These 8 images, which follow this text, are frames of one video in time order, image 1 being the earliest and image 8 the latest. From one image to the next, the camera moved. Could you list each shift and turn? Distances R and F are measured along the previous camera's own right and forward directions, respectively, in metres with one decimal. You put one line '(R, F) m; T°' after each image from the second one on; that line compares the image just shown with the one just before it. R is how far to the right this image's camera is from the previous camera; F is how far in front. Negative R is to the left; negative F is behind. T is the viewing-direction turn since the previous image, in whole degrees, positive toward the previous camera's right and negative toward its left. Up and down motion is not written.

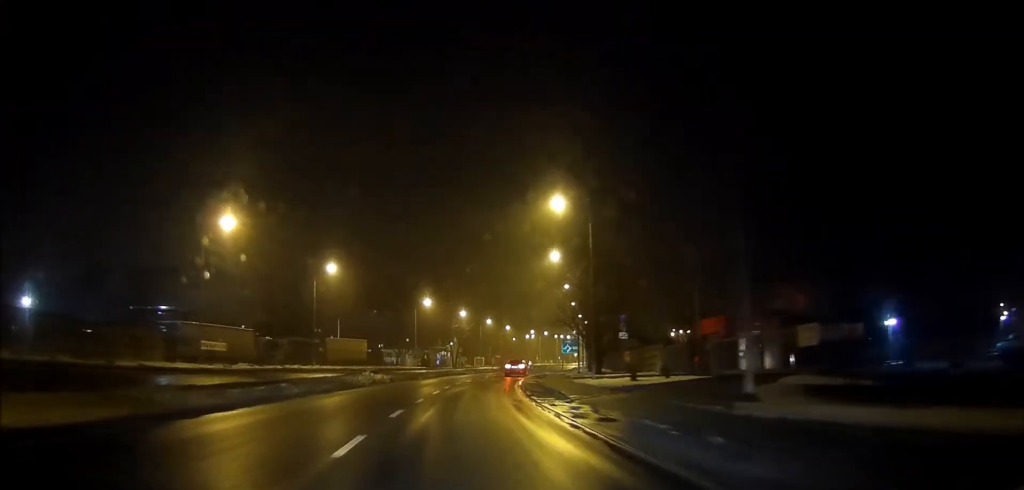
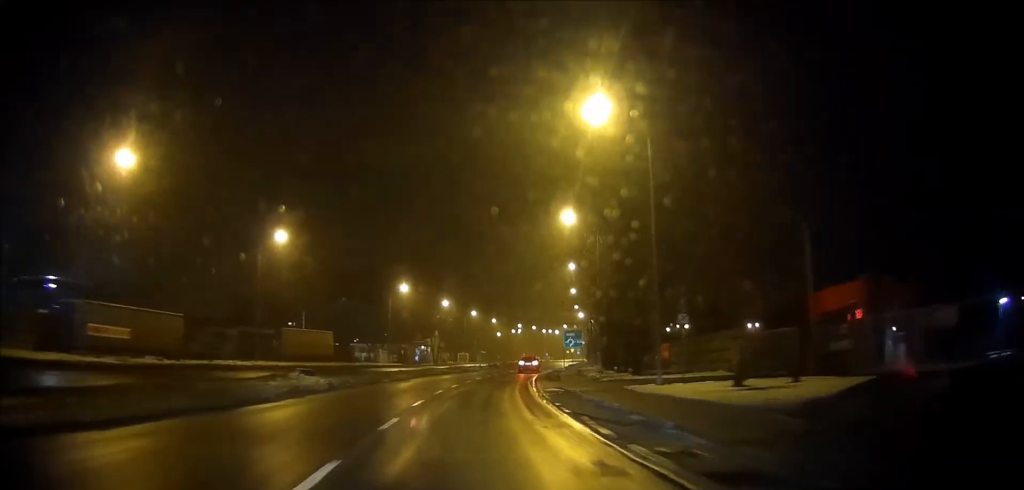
(-0.1, +14.3) m; +1°
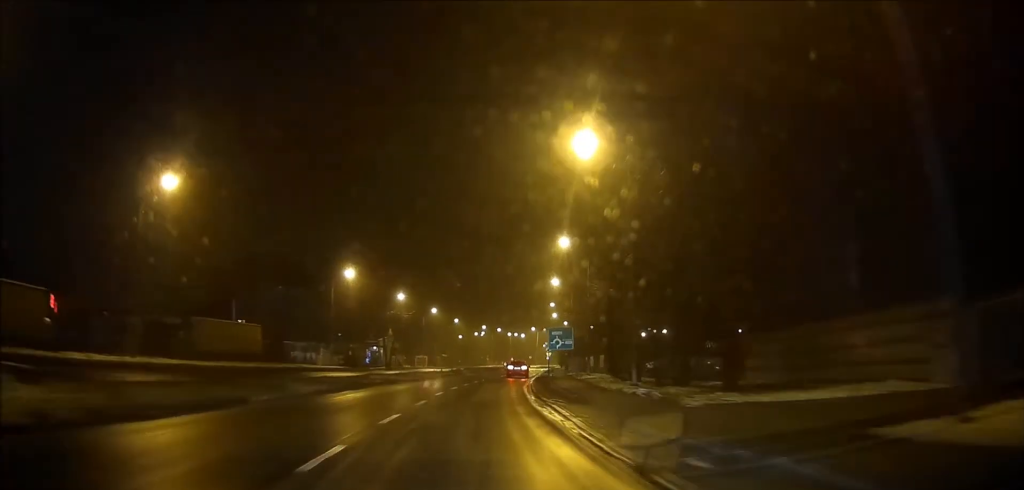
(+0.3, +16.6) m; +3°
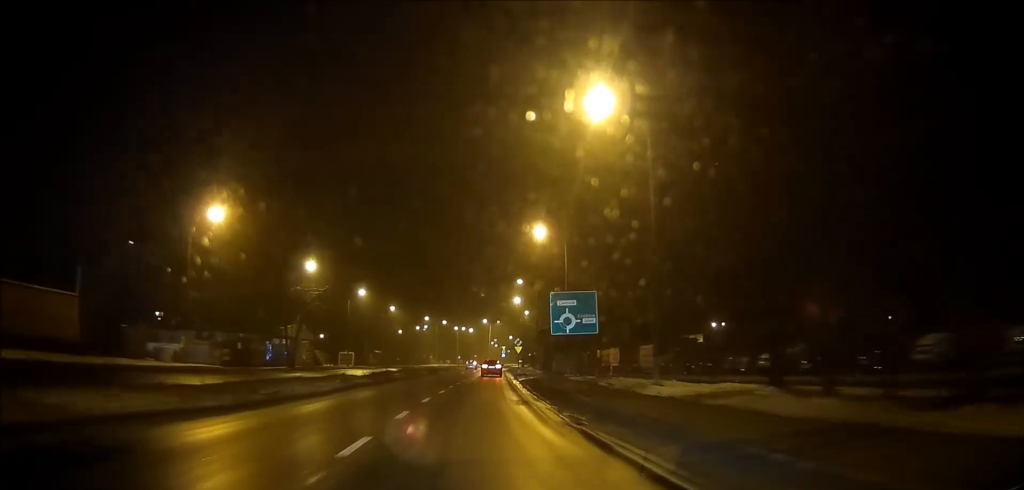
(+1.3, +28.8) m; +5°
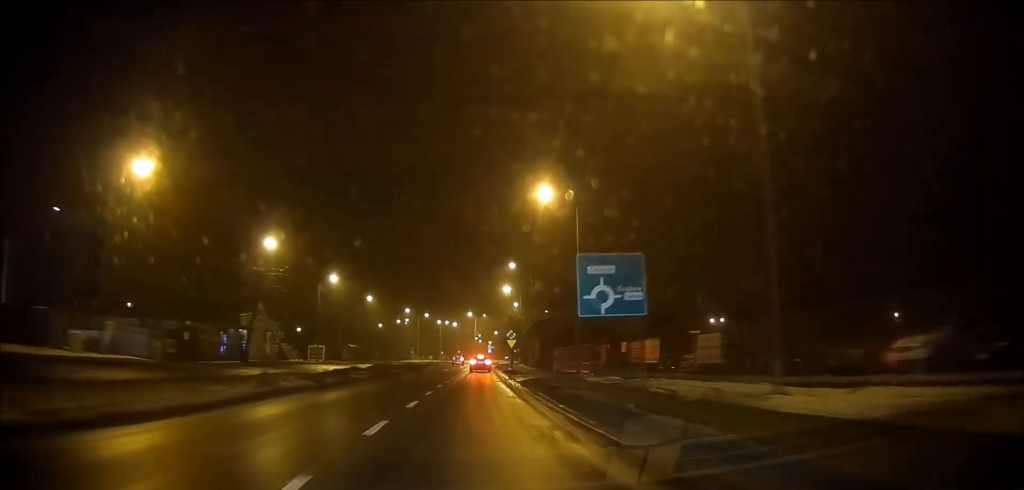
(+0.1, +10.4) m; +2°
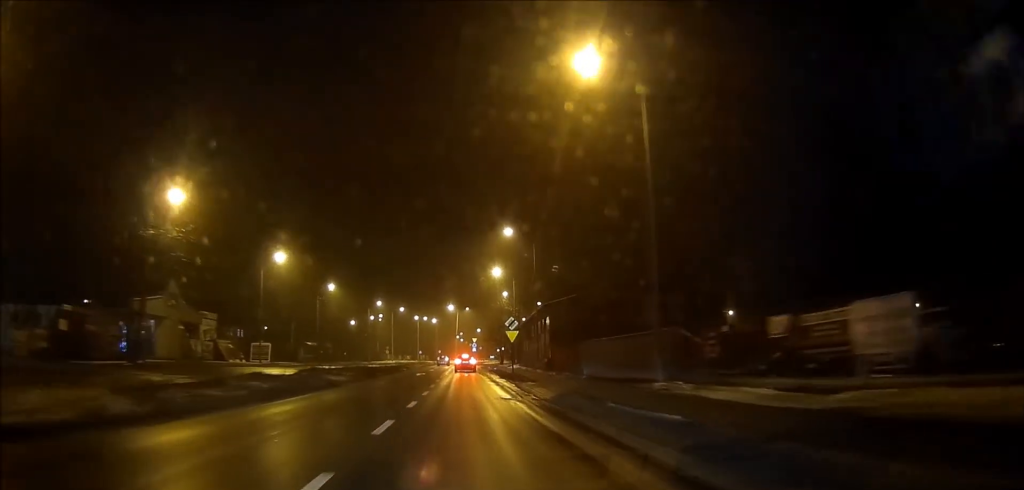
(+0.5, +17.8) m; +2°
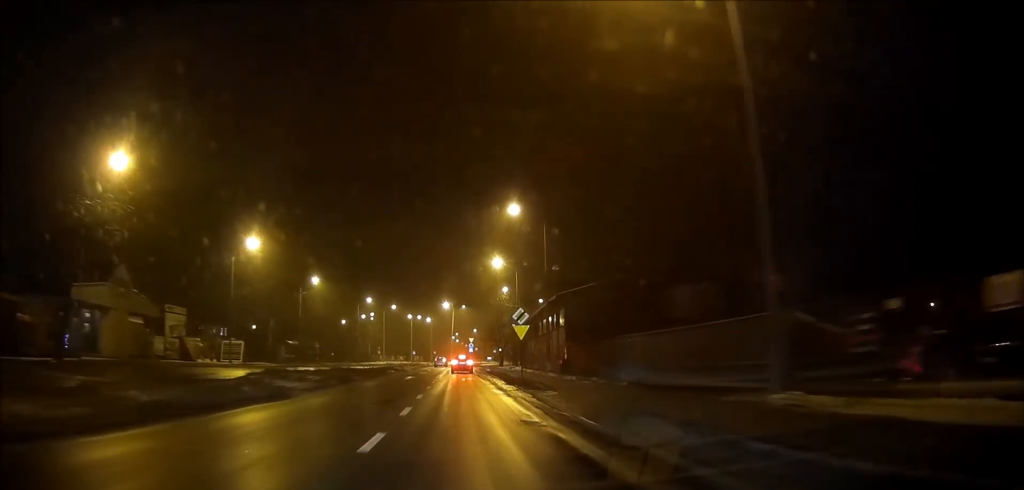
(+0.1, +7.9) m; 0°
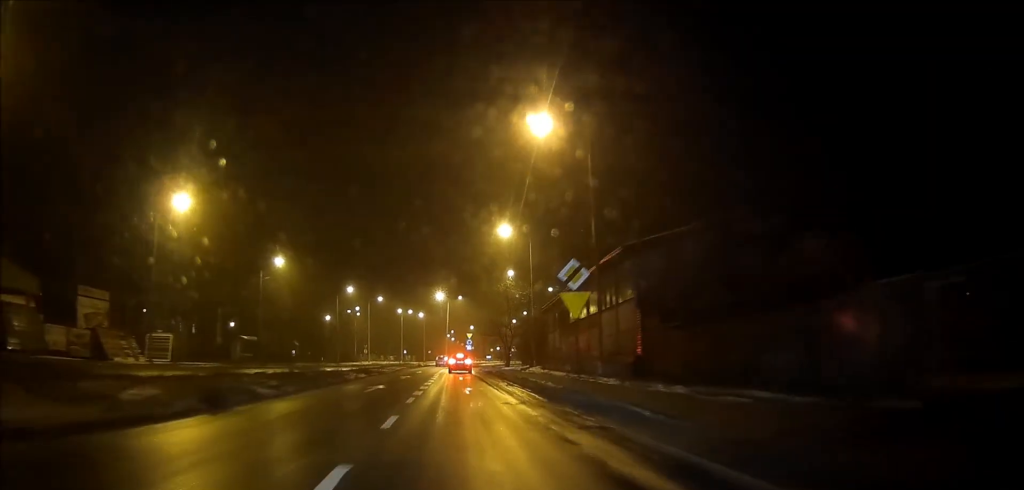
(+0.1, +15.7) m; +1°
